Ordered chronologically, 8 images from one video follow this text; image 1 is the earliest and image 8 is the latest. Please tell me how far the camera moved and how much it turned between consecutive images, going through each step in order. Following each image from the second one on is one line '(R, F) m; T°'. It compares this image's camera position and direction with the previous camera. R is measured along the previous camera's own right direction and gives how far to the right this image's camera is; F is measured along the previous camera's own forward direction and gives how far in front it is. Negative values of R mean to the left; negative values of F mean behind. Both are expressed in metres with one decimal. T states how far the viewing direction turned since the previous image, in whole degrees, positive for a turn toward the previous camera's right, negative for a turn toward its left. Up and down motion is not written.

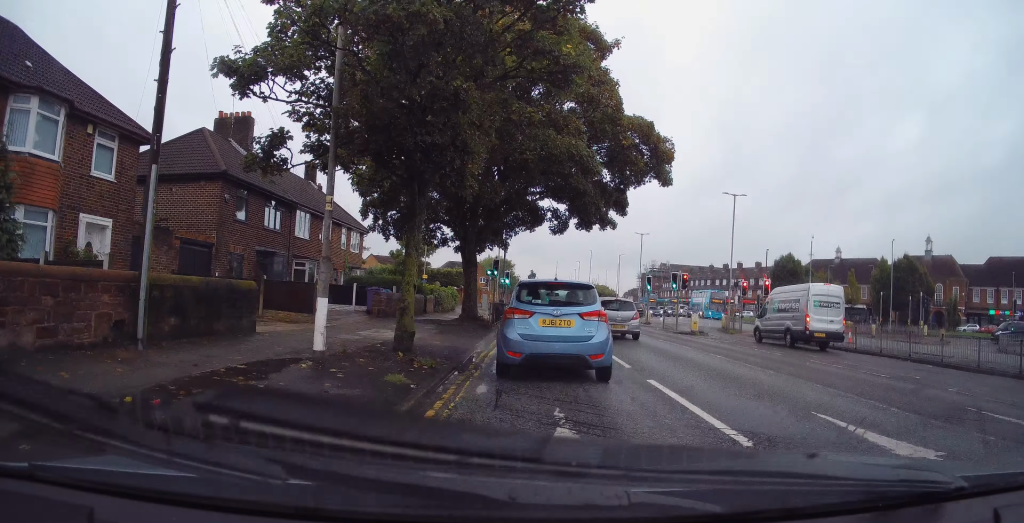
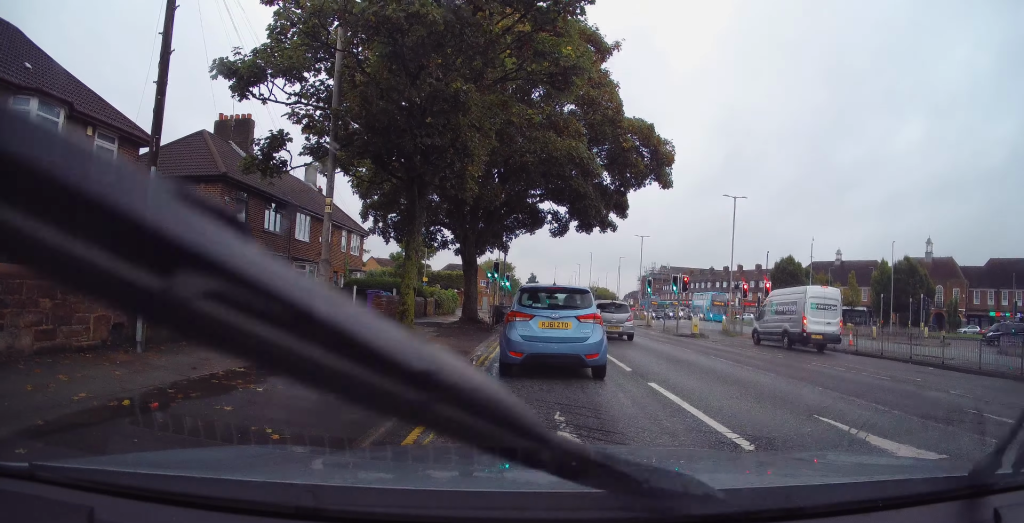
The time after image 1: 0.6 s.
(+0.1, +0.3) m; 0°
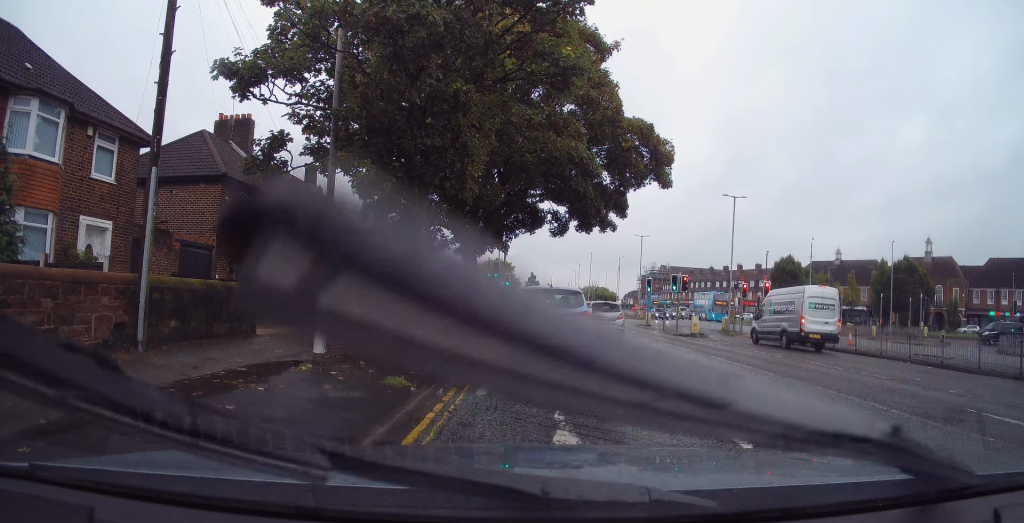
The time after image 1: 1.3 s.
(+0.1, +0.2) m; 0°
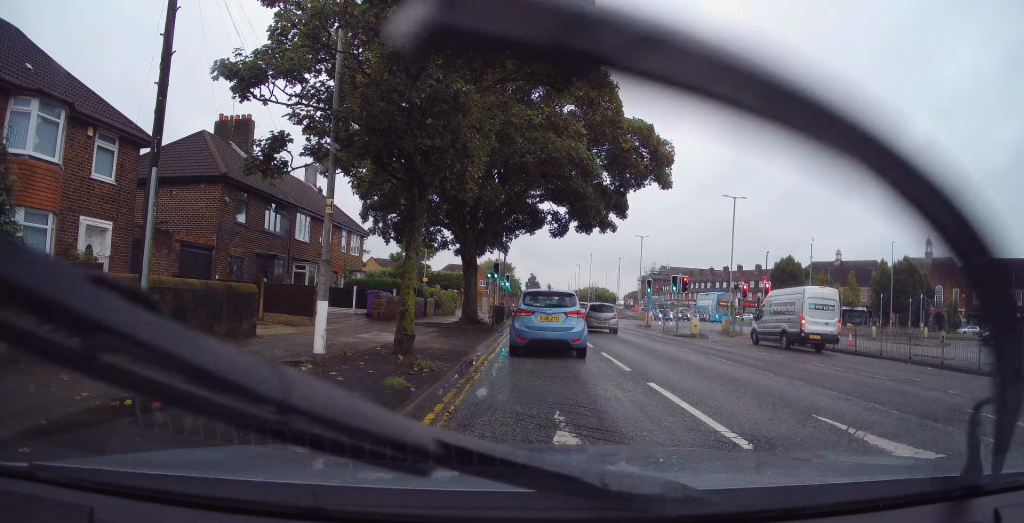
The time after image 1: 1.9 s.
(0.0, 0.0) m; 0°
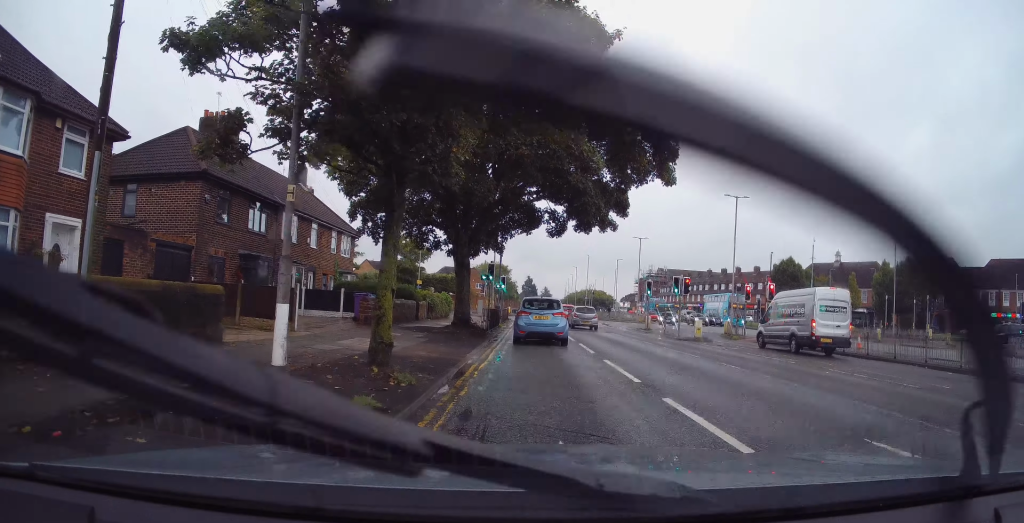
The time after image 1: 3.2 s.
(+0.2, +0.8) m; 0°
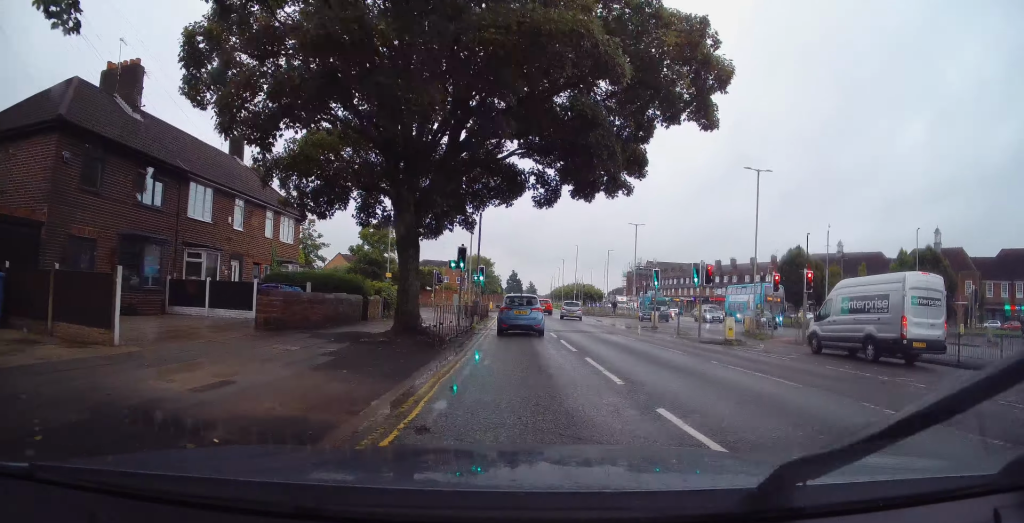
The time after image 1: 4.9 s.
(+0.2, +4.5) m; -1°
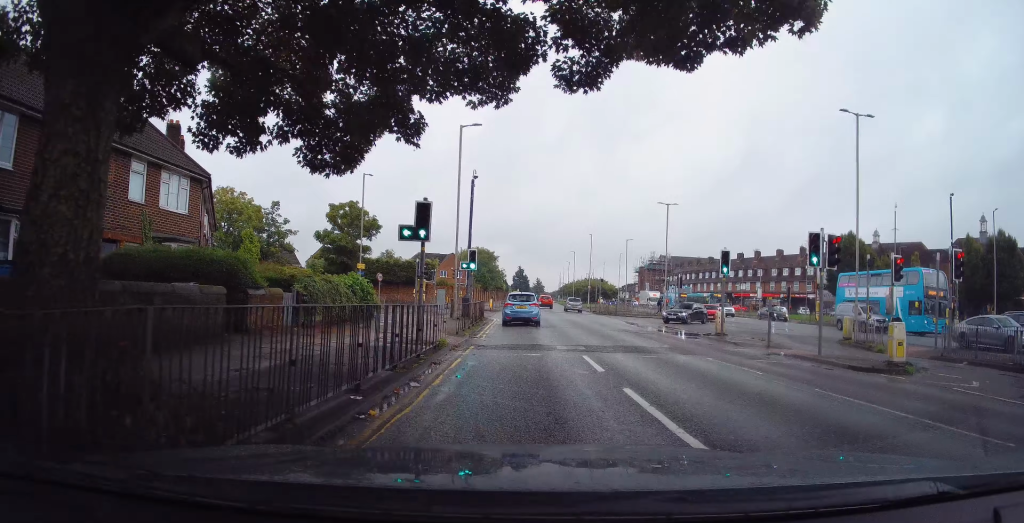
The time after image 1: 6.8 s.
(-0.1, +9.0) m; -4°
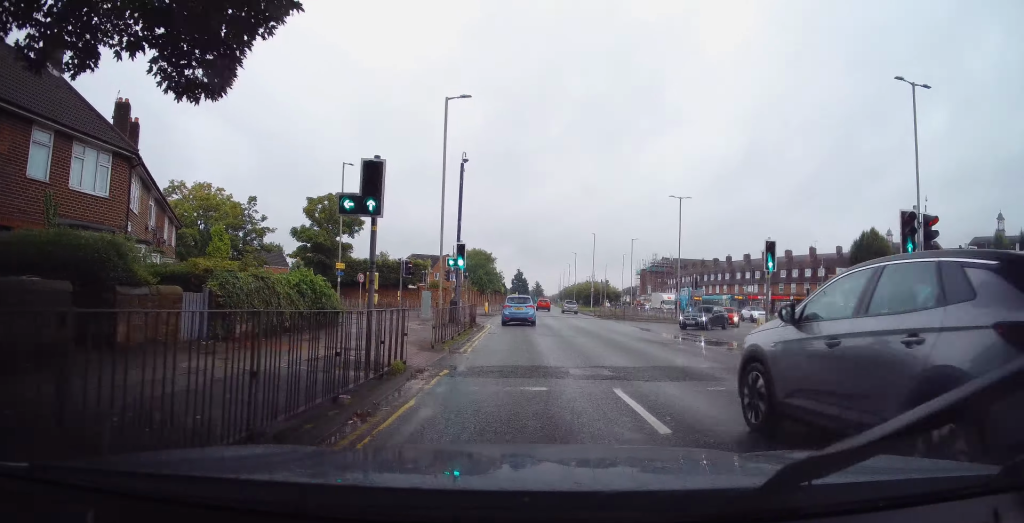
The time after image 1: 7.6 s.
(-0.2, +3.9) m; -3°
